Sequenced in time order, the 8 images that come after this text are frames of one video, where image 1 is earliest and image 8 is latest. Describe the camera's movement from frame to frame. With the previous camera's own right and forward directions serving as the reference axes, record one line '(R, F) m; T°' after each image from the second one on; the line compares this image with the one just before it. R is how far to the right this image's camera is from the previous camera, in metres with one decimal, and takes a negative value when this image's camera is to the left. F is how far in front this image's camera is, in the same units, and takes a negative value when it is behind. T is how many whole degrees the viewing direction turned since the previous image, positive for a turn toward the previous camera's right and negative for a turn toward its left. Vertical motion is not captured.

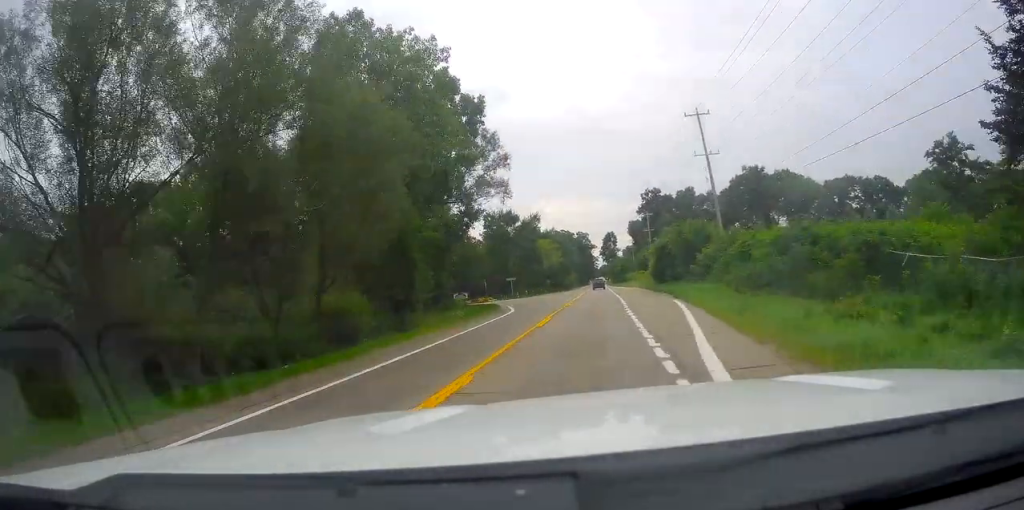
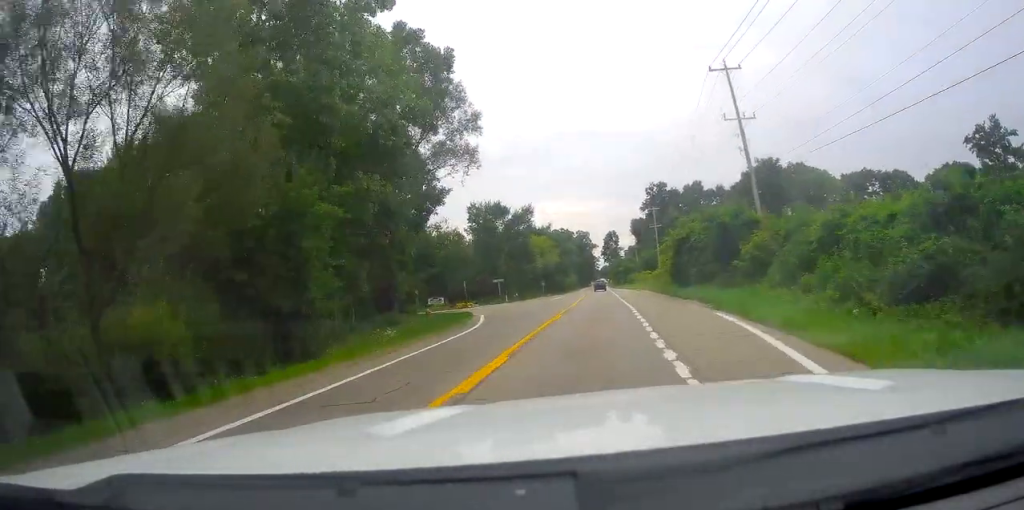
(-0.3, +12.6) m; -1°
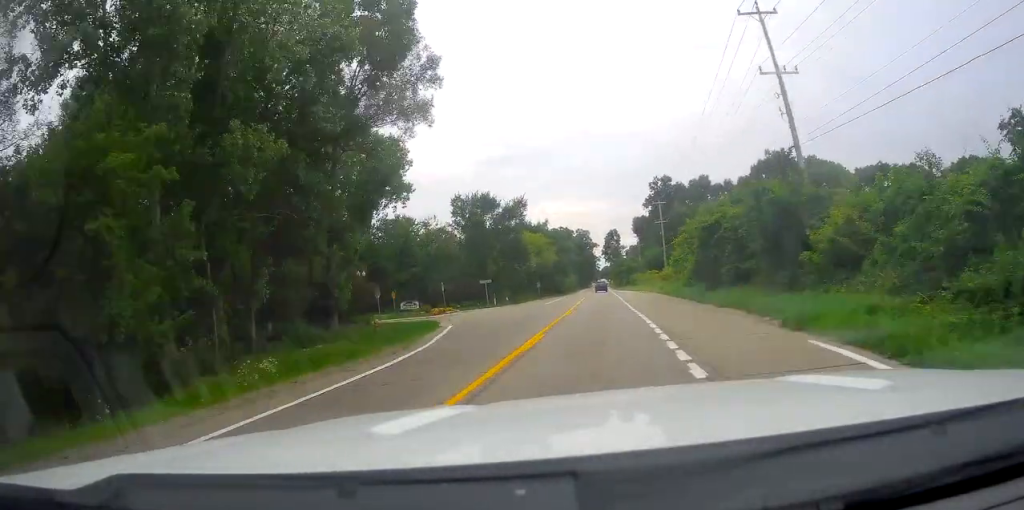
(0.0, +9.7) m; +1°
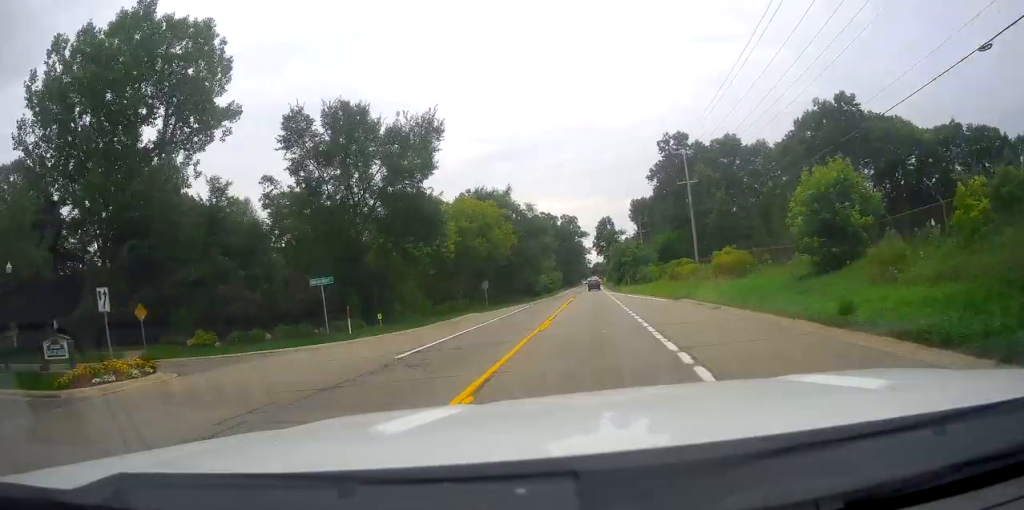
(+1.3, +40.9) m; +2°
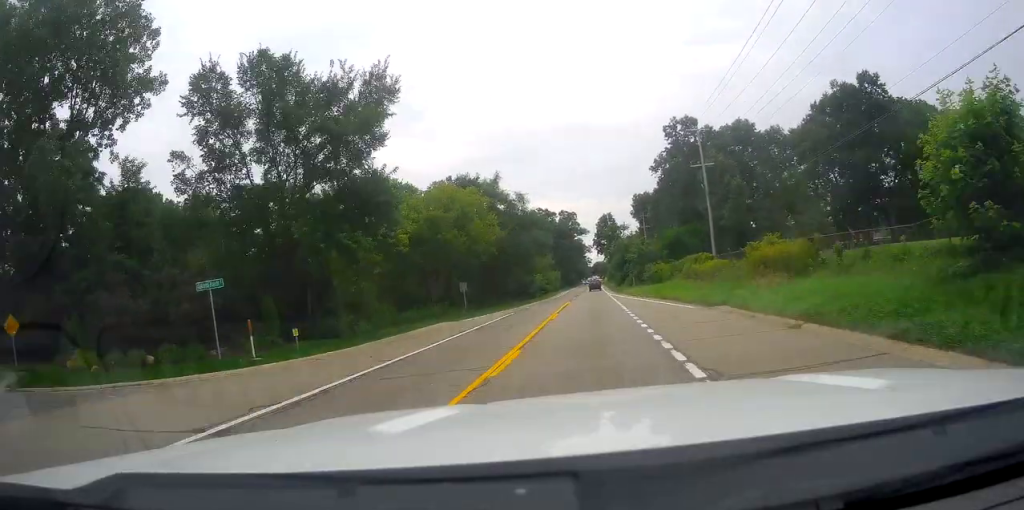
(-0.2, +9.7) m; 0°
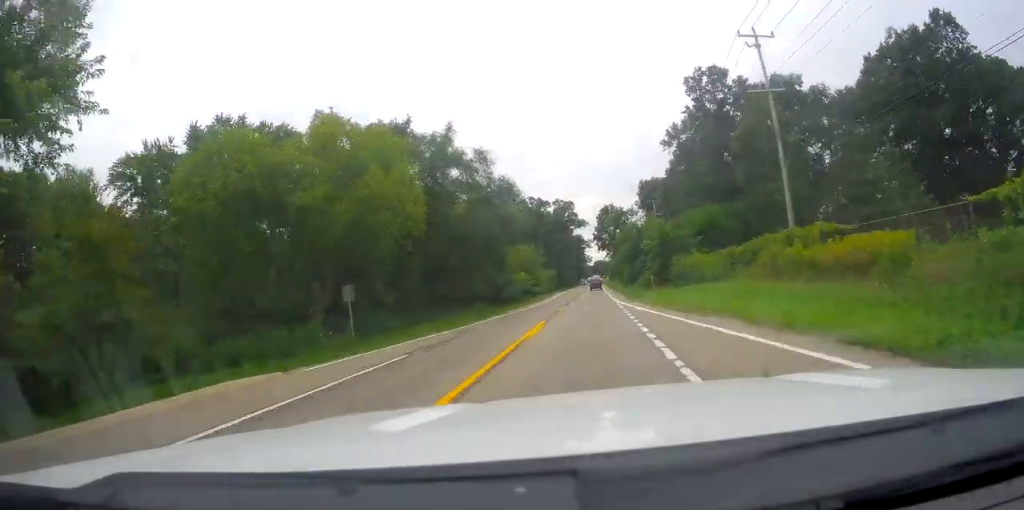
(+0.3, +22.9) m; -1°
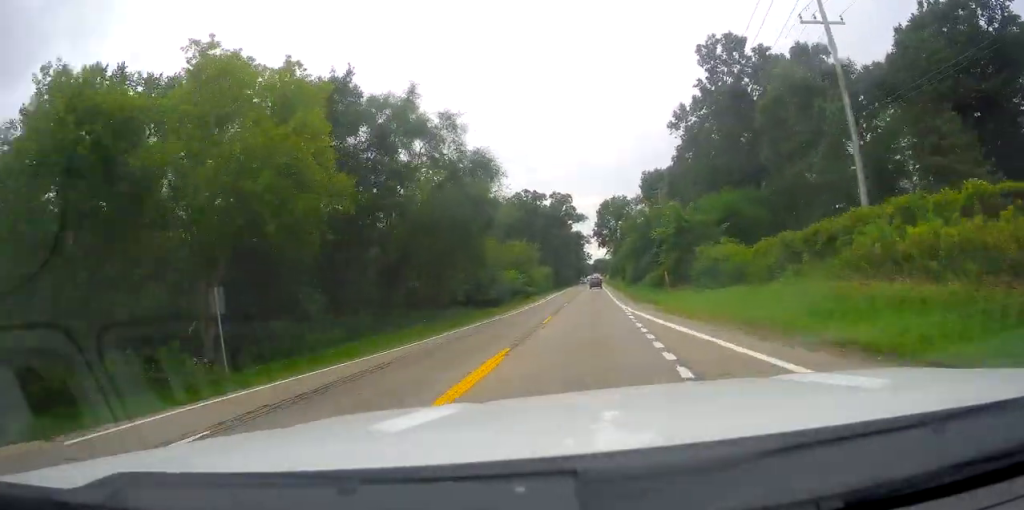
(-0.3, +9.8) m; 0°
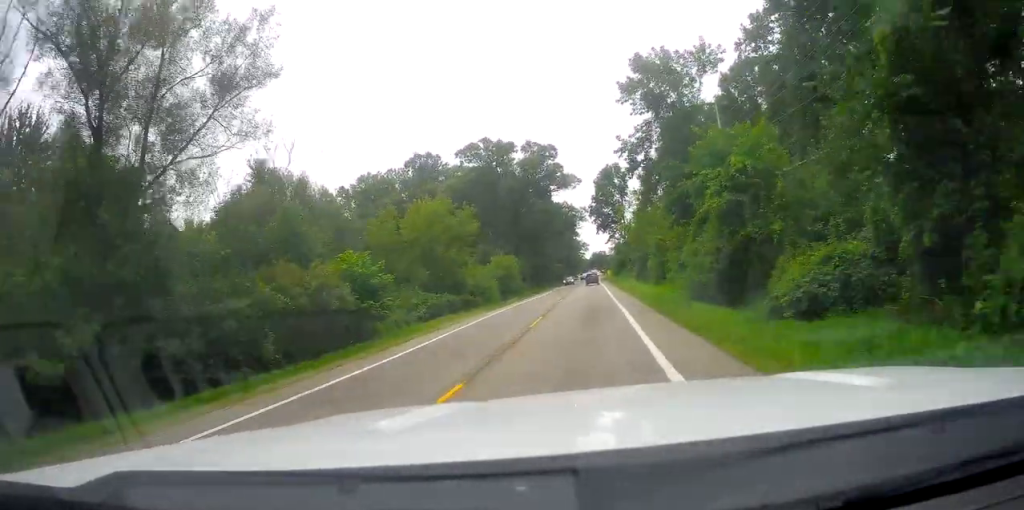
(-0.2, +47.6) m; 0°
